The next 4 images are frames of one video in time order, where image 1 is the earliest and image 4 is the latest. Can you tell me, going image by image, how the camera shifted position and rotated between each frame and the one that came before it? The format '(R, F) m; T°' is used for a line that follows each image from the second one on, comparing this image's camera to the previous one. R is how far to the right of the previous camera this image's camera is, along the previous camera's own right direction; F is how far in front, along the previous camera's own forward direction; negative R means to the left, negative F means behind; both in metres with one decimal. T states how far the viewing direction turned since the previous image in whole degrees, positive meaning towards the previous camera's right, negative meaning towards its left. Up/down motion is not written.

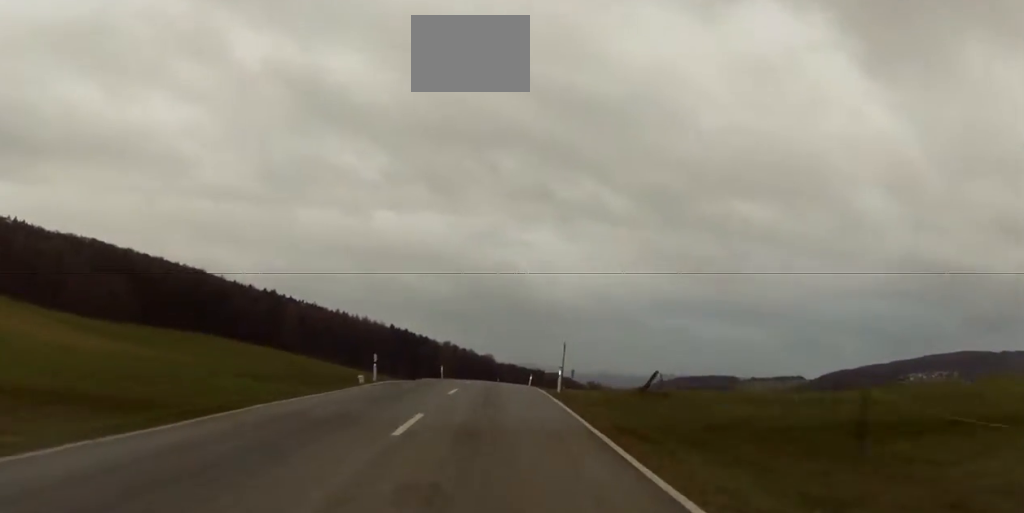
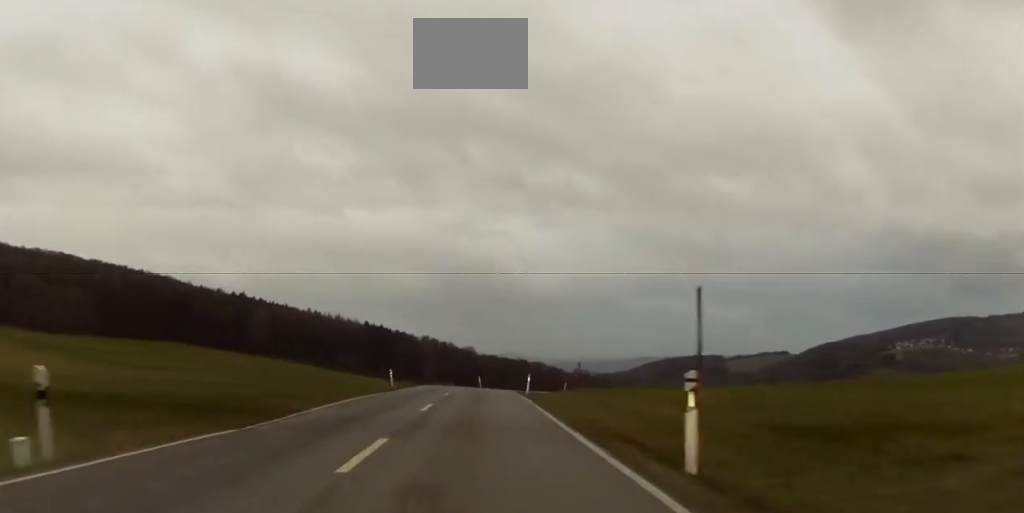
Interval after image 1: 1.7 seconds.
(-1.4, +22.7) m; -4°
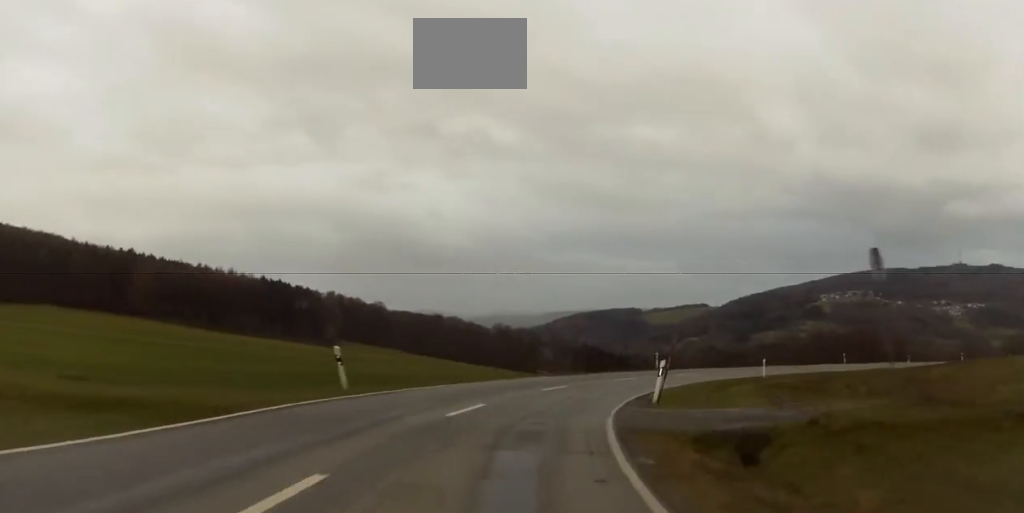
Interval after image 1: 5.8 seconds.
(+0.4, +56.0) m; +3°
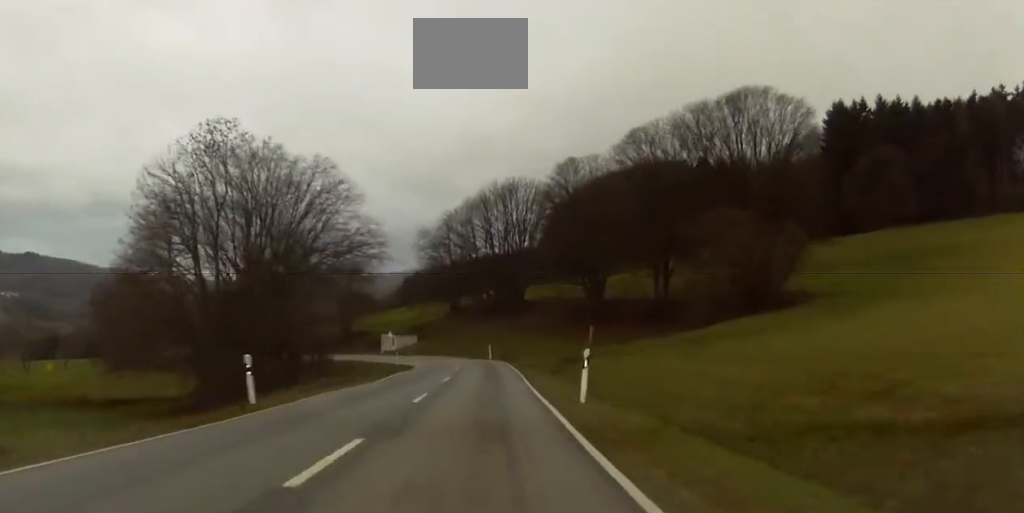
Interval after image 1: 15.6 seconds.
(+71.9, +118.4) m; +63°
